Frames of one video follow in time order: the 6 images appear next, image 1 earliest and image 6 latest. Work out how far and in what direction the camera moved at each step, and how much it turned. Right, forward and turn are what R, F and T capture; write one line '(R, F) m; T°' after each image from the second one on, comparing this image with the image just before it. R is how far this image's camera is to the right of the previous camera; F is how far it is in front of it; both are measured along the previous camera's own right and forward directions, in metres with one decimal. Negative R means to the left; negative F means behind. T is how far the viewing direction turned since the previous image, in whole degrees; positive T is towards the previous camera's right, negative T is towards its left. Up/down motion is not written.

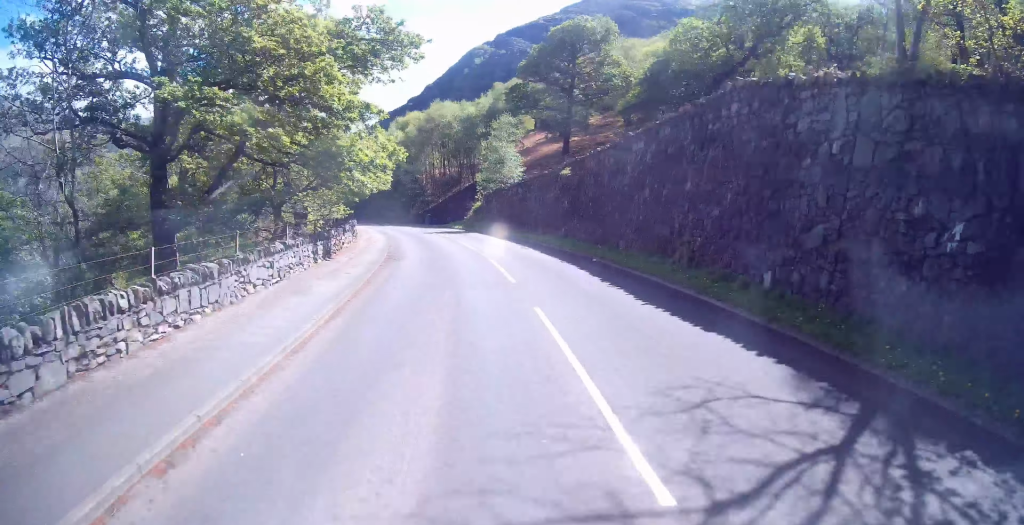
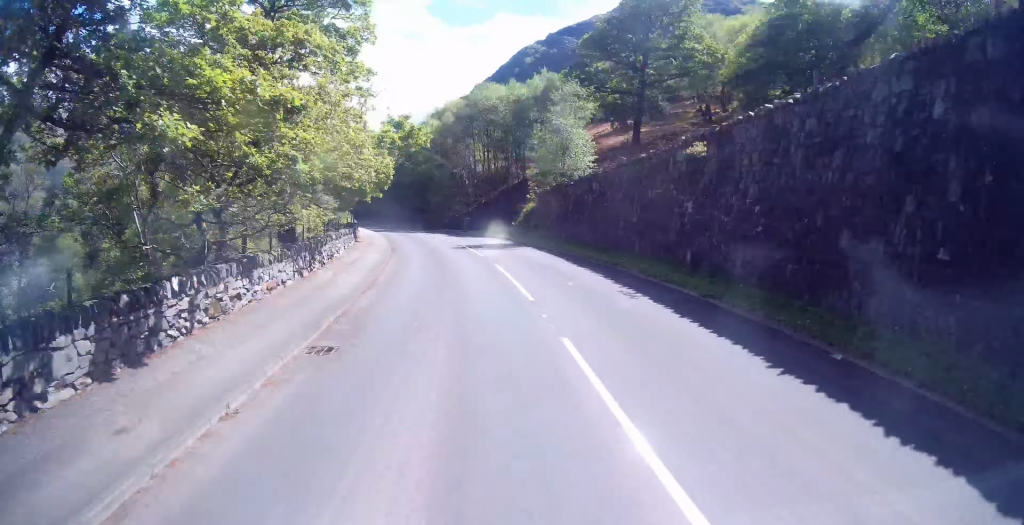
(-0.1, +11.5) m; -1°
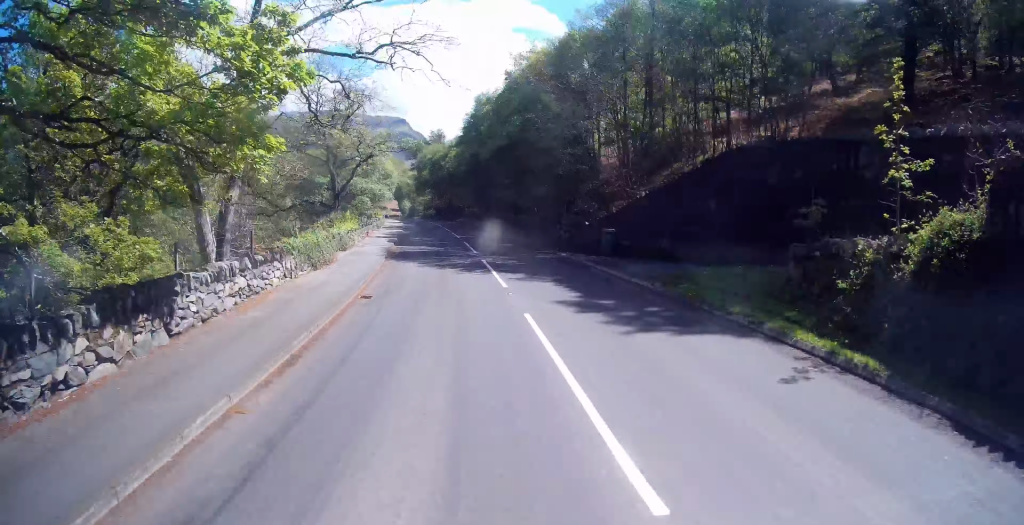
(-1.9, +26.0) m; -14°
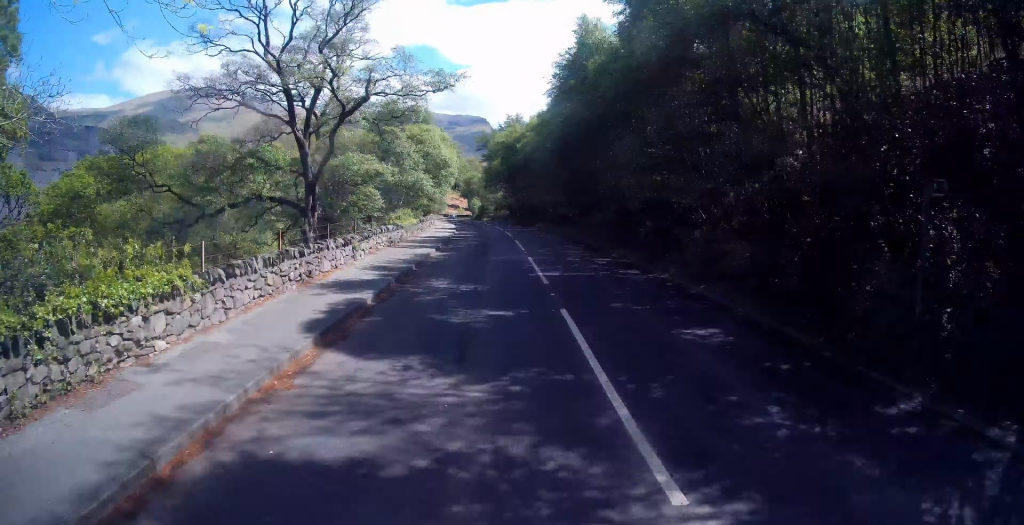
(-1.8, +18.0) m; -9°
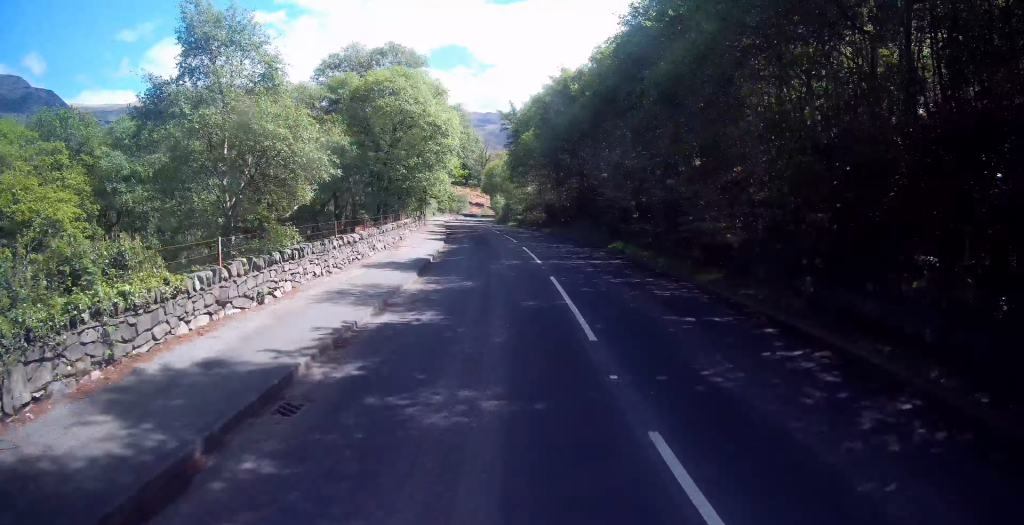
(-1.6, +22.8) m; -7°
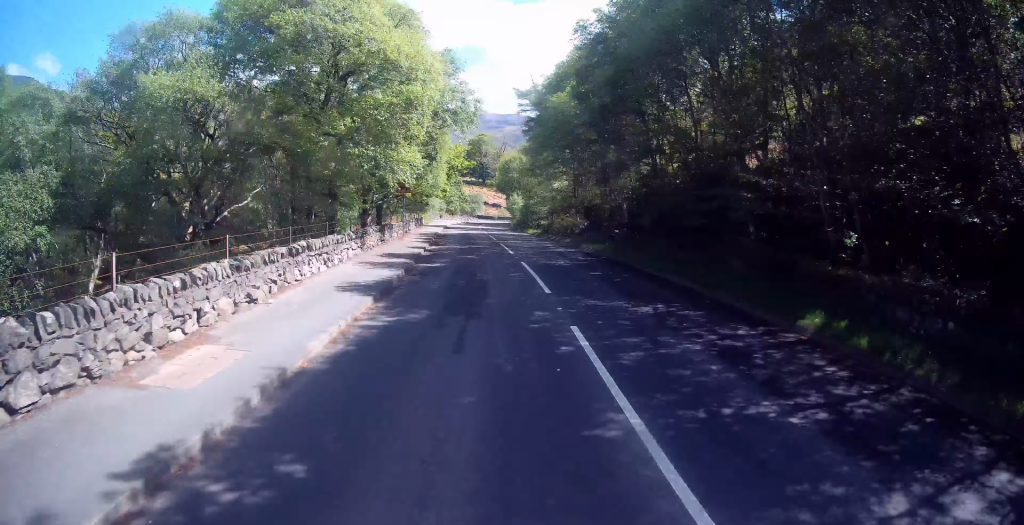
(0.0, +14.5) m; -1°
